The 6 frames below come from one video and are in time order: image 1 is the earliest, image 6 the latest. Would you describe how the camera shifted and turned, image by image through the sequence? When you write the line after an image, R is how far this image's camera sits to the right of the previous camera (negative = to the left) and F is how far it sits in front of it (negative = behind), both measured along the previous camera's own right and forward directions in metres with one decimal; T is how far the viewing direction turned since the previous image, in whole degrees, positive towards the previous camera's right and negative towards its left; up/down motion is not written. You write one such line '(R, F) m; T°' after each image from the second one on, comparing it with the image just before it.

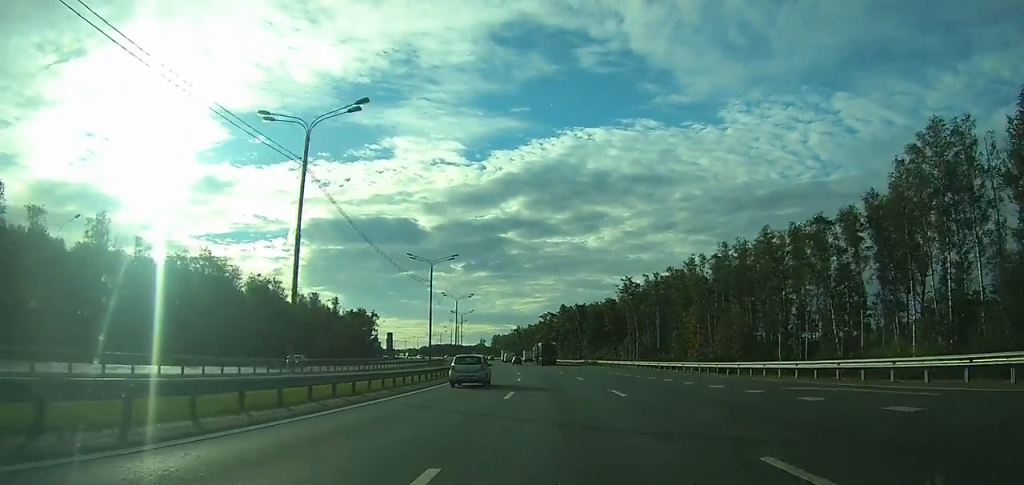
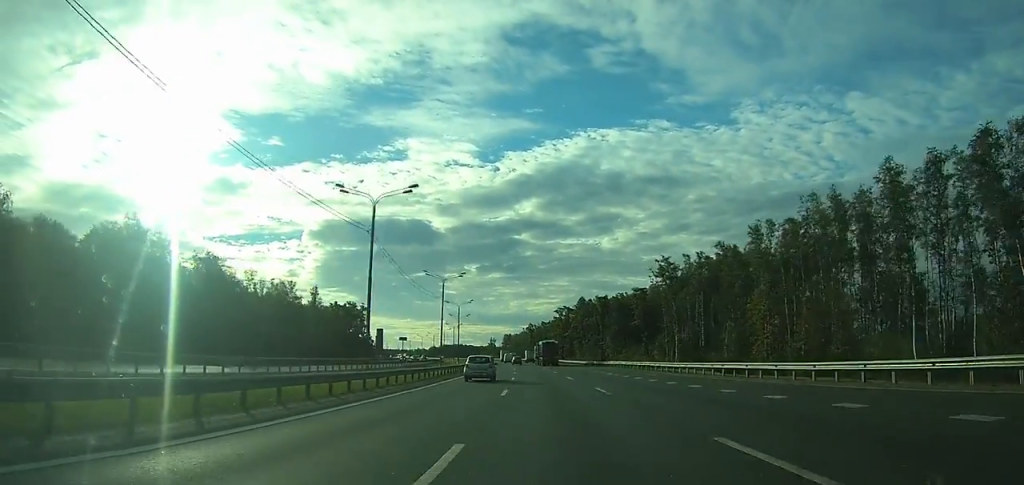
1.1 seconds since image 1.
(-0.2, +27.7) m; -2°
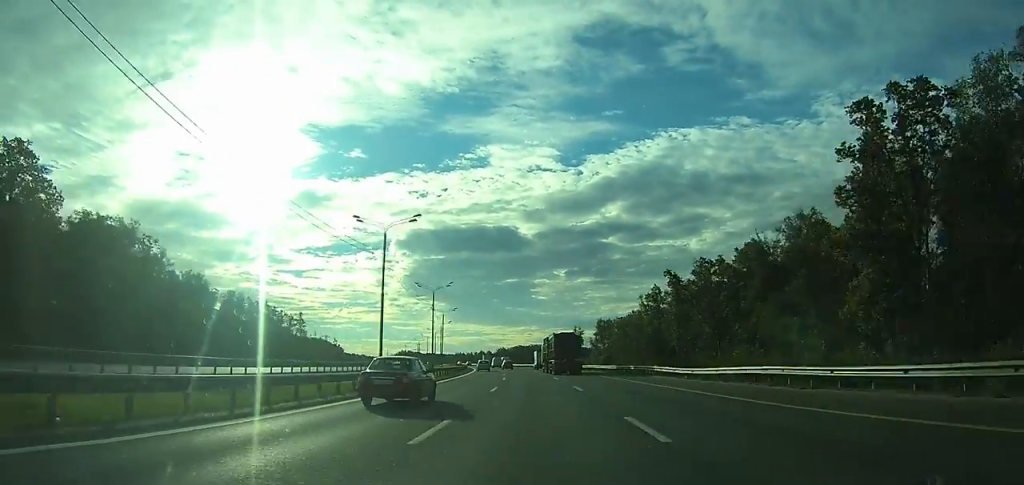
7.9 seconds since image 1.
(-14.4, +180.0) m; -10°
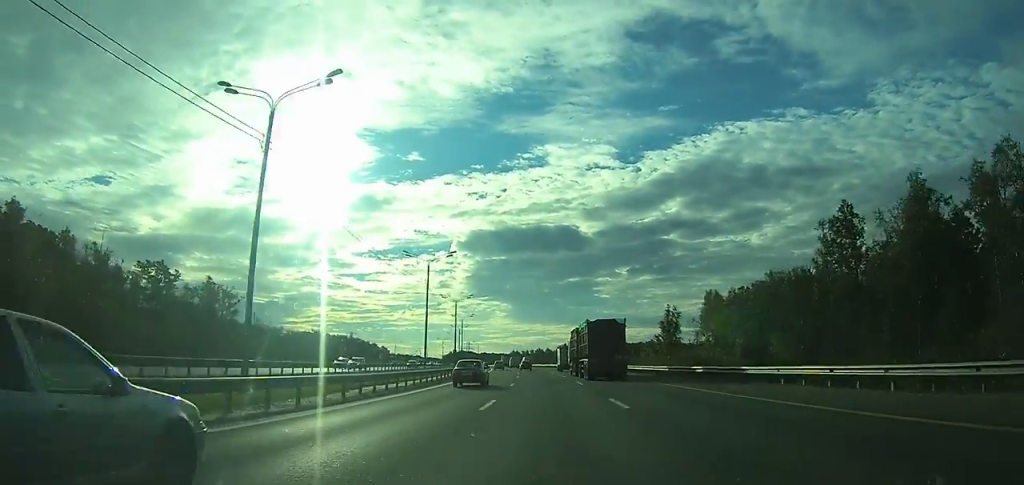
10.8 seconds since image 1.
(-3.7, +71.1) m; -6°
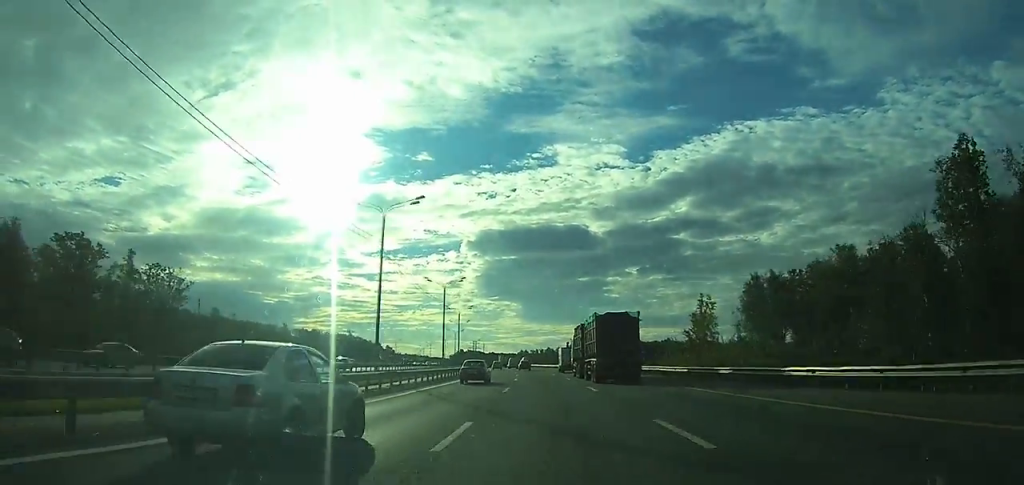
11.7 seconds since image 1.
(-0.3, +21.9) m; -2°
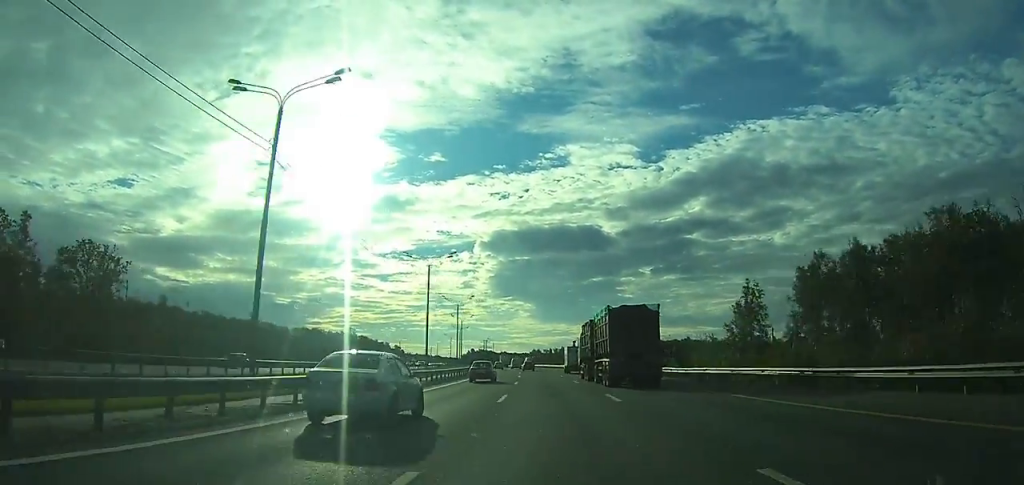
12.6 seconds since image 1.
(-0.3, +20.3) m; -1°
